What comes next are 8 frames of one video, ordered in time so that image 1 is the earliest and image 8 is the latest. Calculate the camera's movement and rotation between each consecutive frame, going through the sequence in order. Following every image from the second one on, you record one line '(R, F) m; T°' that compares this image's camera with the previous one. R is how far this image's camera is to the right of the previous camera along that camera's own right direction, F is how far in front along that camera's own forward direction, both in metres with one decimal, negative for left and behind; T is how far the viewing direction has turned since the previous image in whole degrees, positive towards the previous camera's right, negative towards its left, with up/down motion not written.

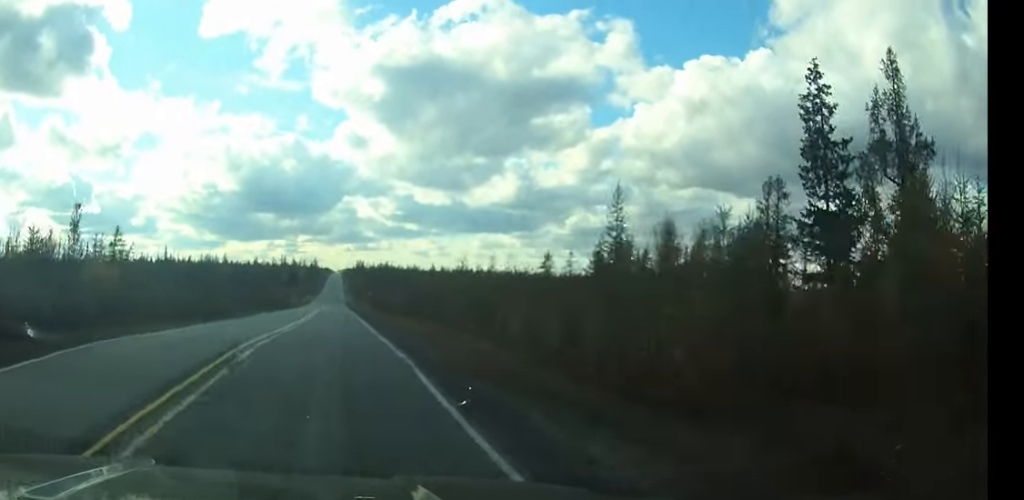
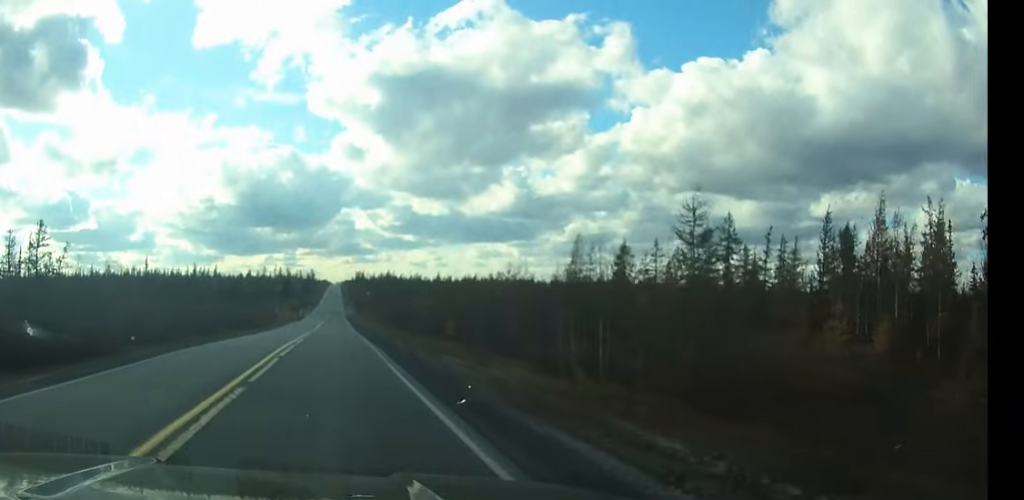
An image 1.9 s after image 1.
(+0.1, +31.5) m; 0°
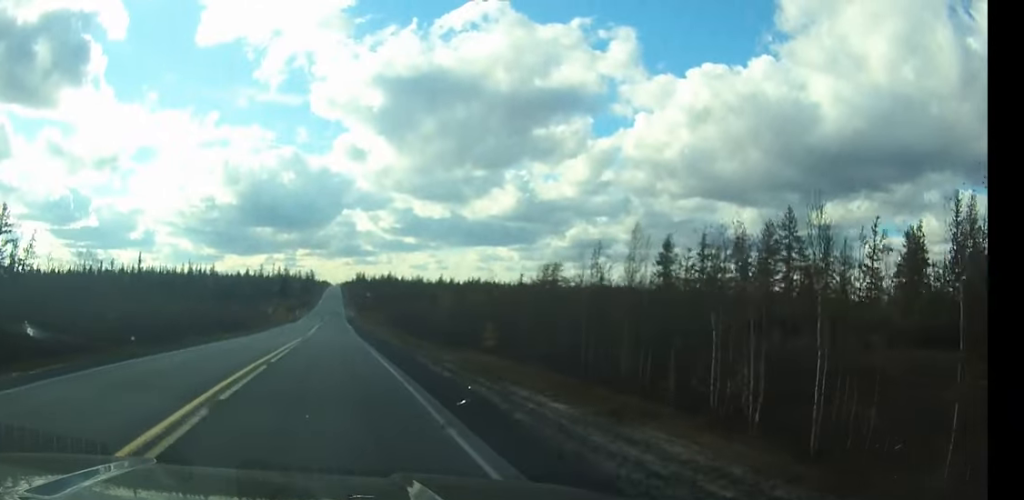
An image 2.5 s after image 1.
(0.0, +10.5) m; 0°
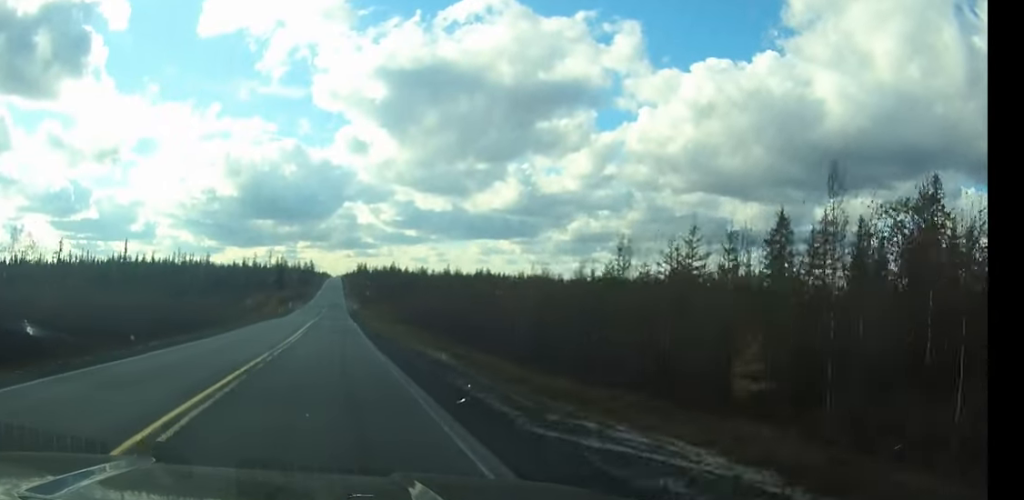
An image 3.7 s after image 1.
(0.0, +18.8) m; 0°
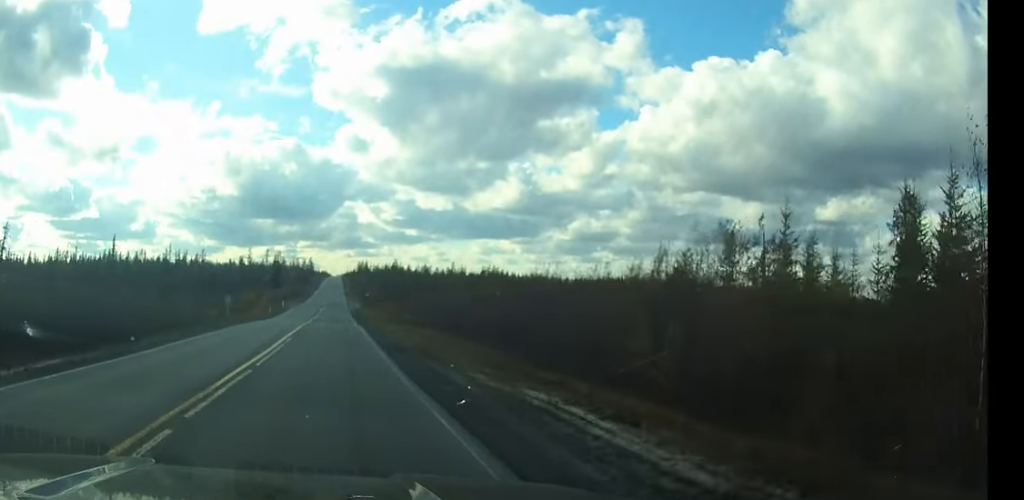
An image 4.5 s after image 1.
(0.0, +14.4) m; 0°
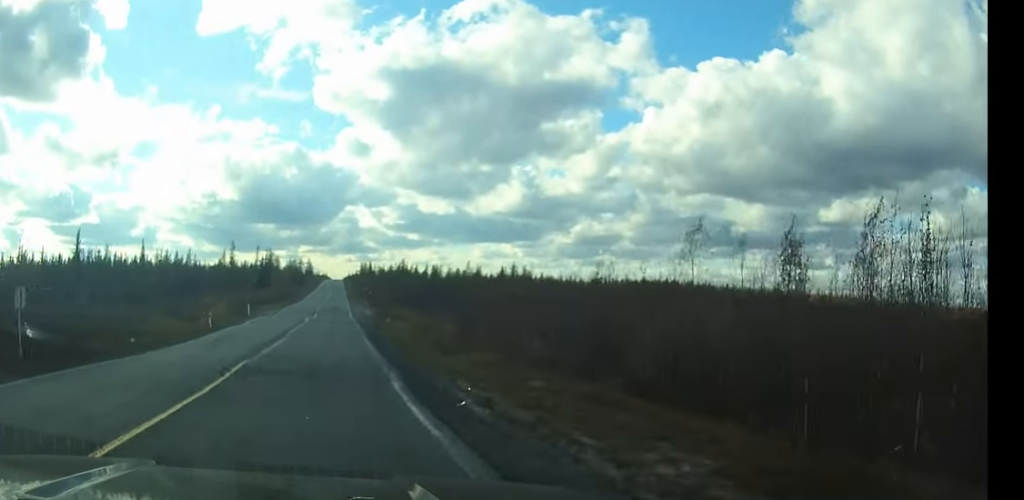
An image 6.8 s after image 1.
(0.0, +33.5) m; 0°
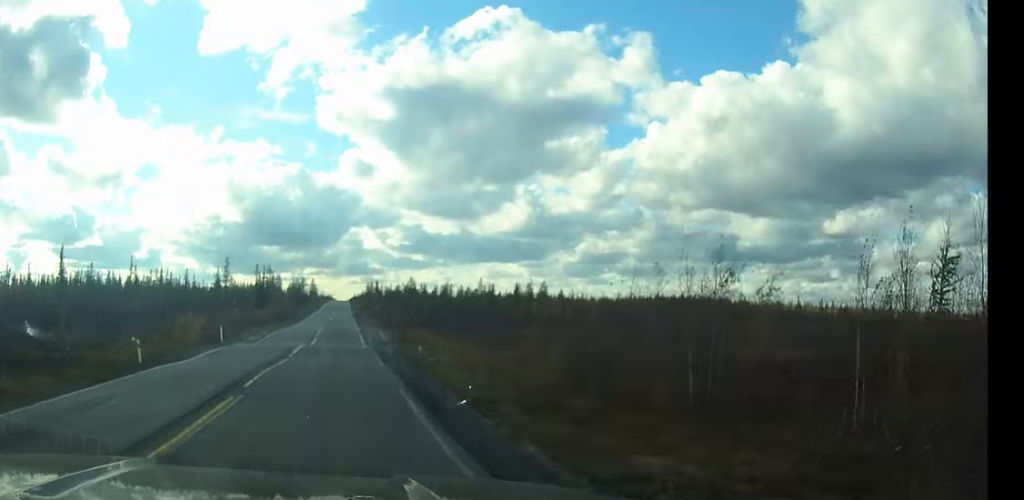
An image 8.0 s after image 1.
(-0.1, +15.9) m; 0°
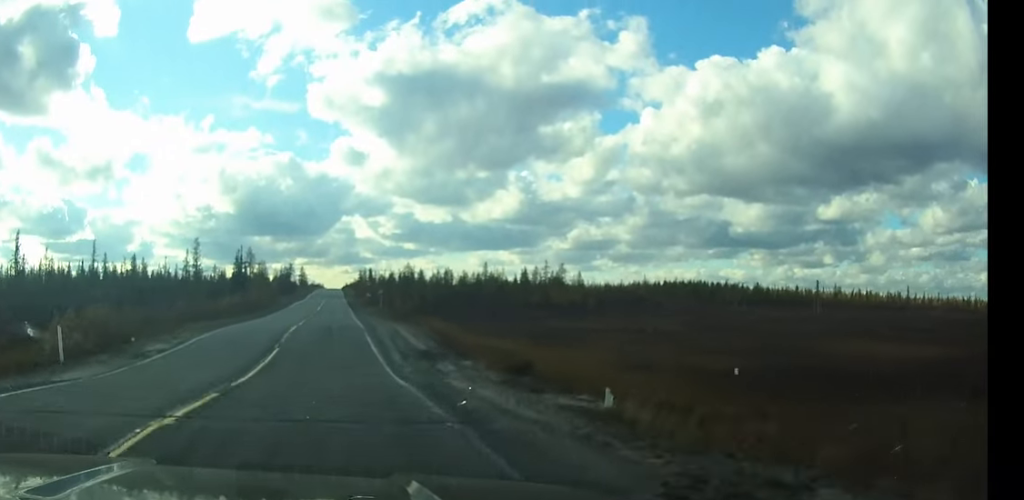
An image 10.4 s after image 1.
(+0.1, +27.7) m; 0°
